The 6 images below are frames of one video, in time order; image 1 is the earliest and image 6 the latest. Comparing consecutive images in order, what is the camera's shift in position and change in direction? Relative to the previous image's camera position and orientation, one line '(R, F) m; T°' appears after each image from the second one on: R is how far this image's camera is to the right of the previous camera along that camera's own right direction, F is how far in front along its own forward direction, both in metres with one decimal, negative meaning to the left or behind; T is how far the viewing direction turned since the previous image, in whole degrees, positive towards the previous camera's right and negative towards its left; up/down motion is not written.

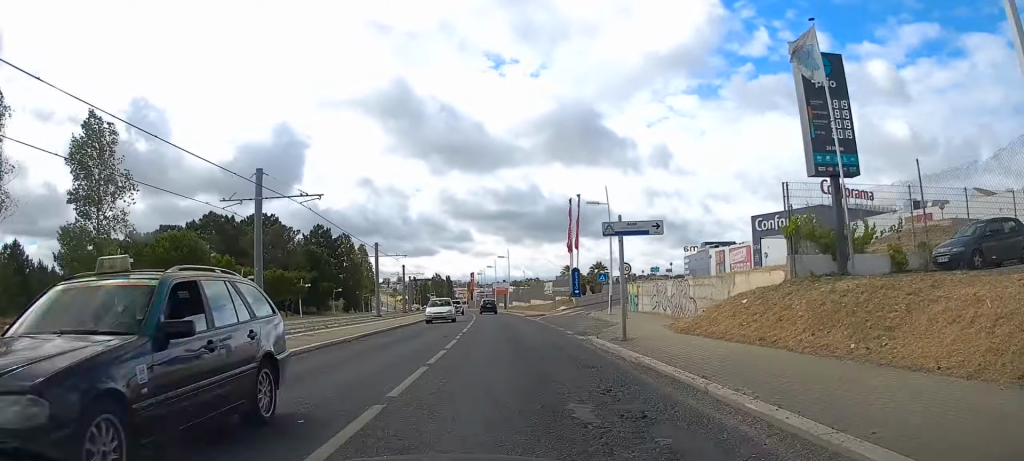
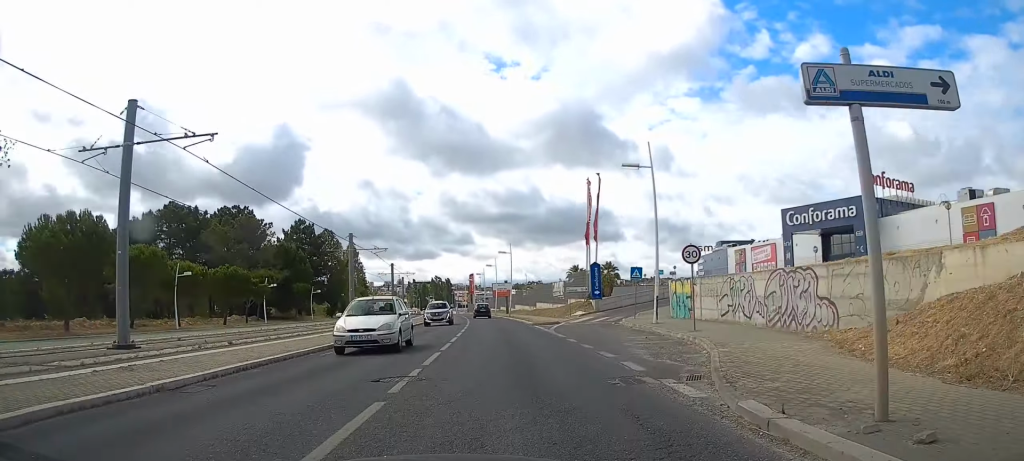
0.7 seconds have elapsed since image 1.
(-0.1, +11.0) m; -1°
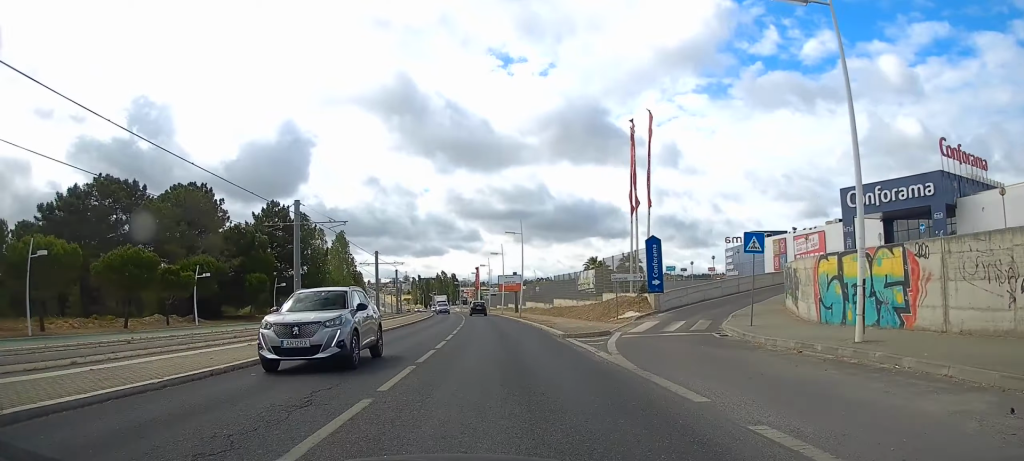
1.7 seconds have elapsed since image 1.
(-0.2, +15.0) m; -1°
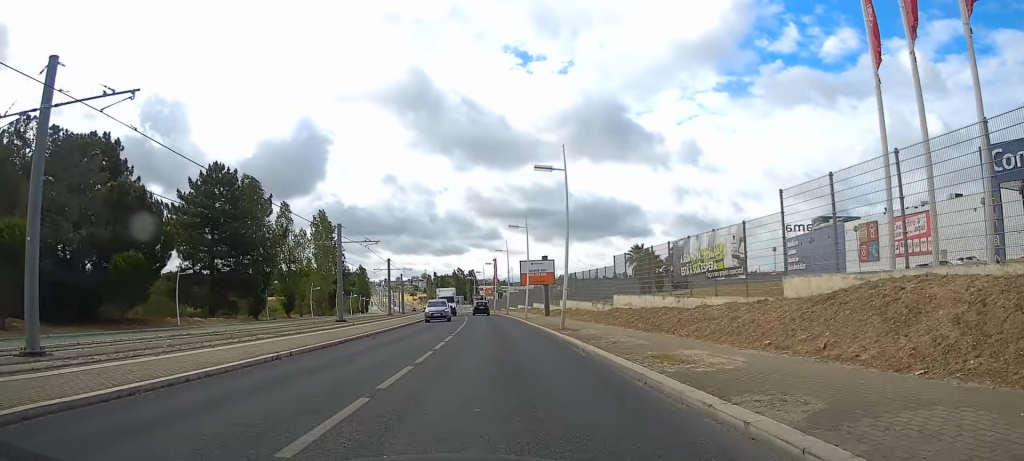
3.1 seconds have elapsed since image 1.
(-0.3, +23.7) m; -1°
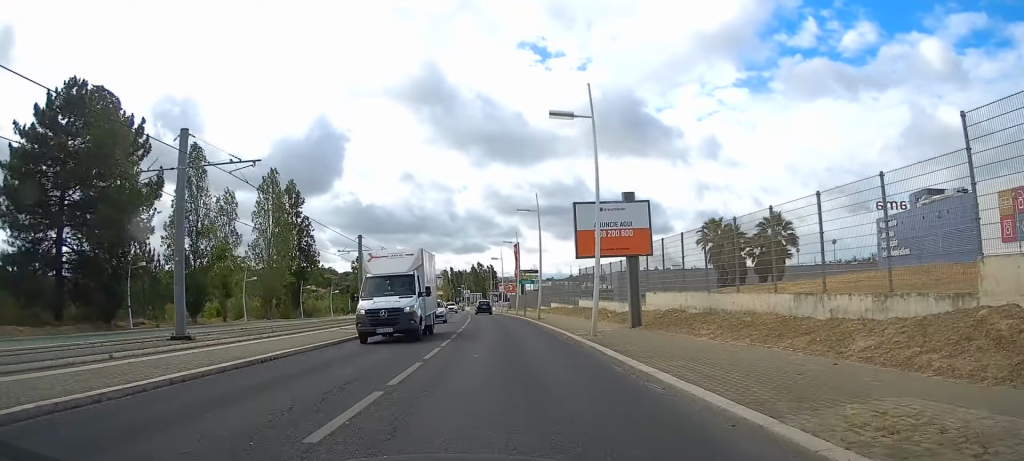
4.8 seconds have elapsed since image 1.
(-0.4, +24.2) m; -2°
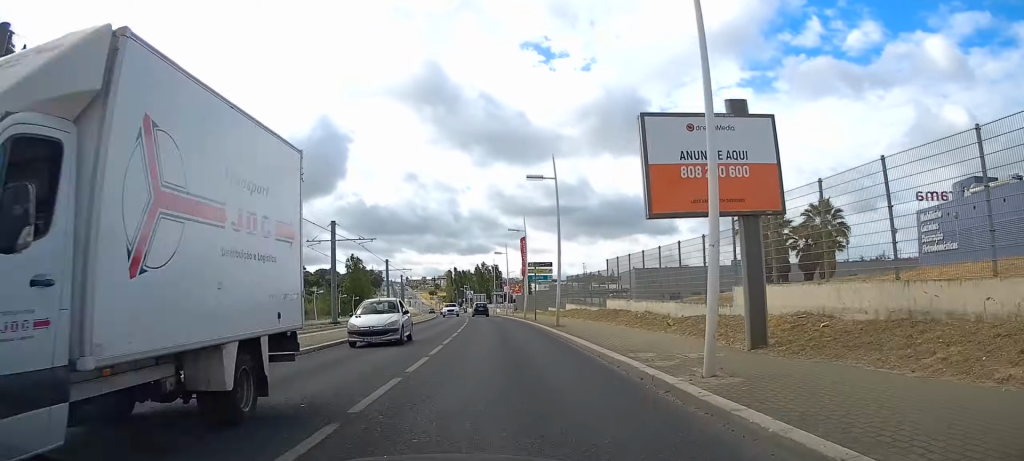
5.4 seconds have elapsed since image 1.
(-0.1, +9.6) m; -1°
